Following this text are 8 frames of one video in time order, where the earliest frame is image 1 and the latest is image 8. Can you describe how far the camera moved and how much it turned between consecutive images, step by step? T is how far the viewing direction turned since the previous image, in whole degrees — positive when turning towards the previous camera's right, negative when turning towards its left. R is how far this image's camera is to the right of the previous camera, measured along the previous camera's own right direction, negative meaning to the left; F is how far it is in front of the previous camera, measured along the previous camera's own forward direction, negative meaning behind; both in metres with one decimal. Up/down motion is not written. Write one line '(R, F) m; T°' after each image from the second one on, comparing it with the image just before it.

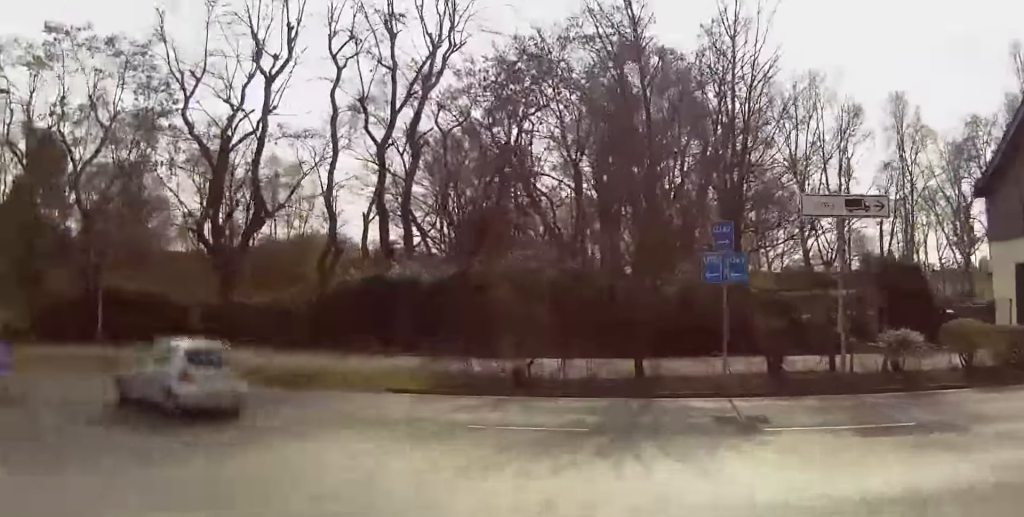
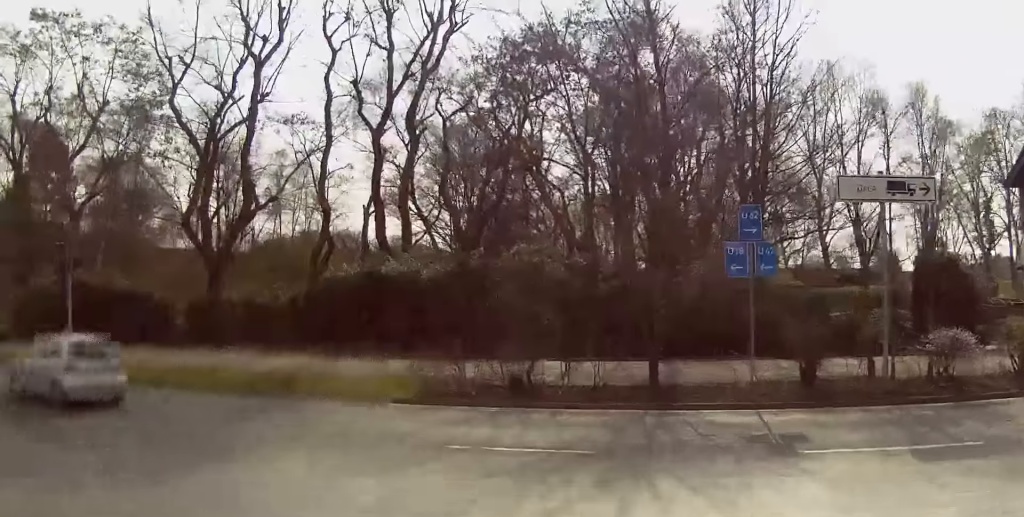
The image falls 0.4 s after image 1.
(+0.2, +1.8) m; -6°
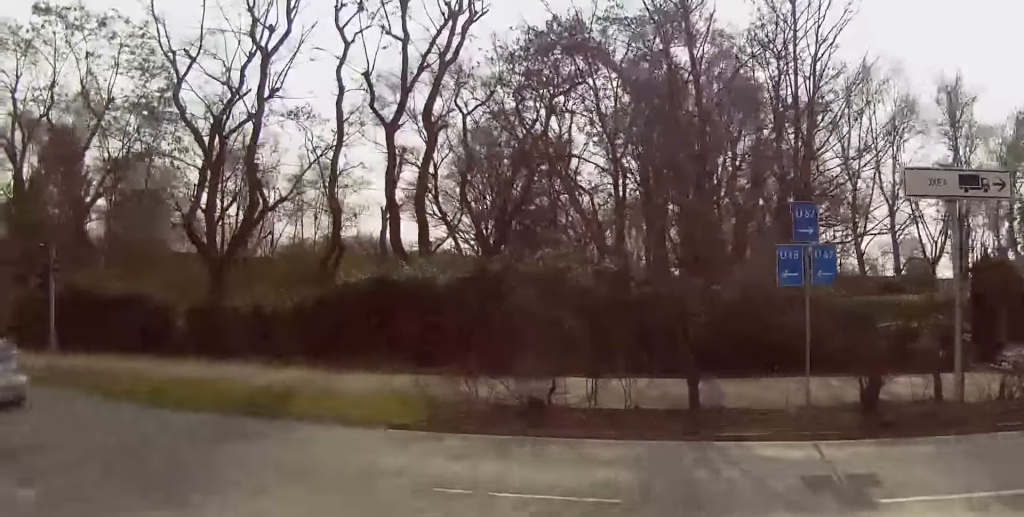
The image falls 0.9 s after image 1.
(-0.4, +1.8) m; -6°
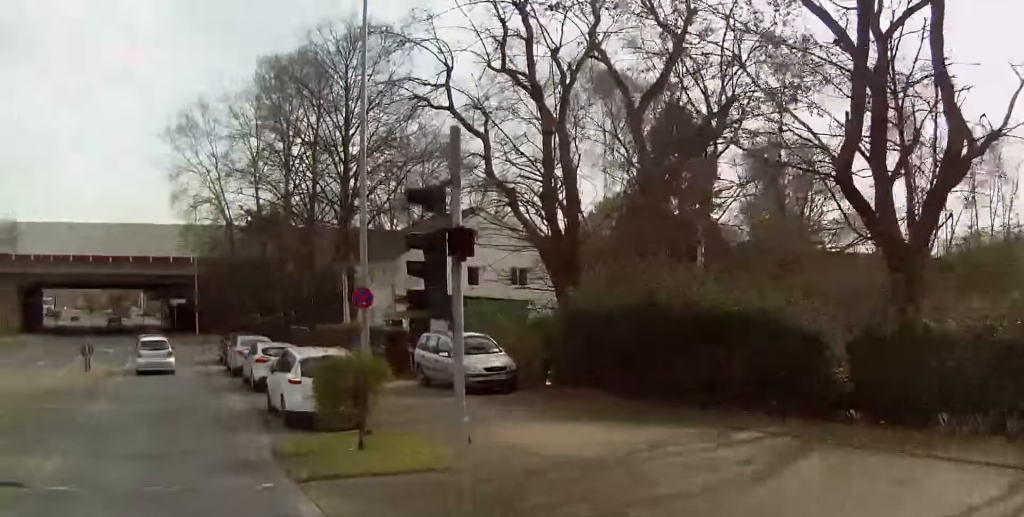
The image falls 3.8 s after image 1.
(-2.9, +12.6) m; -36°
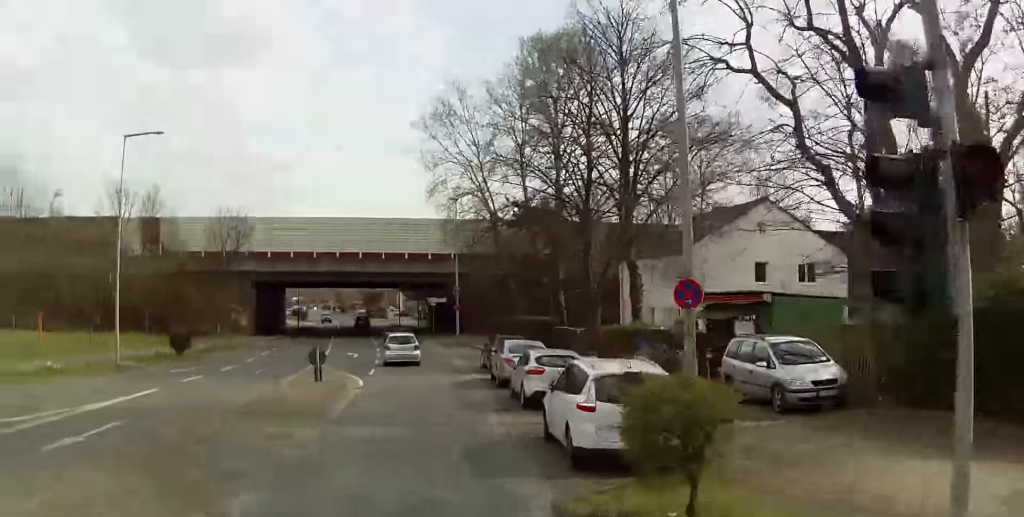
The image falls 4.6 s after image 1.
(-0.7, +3.5) m; -22°
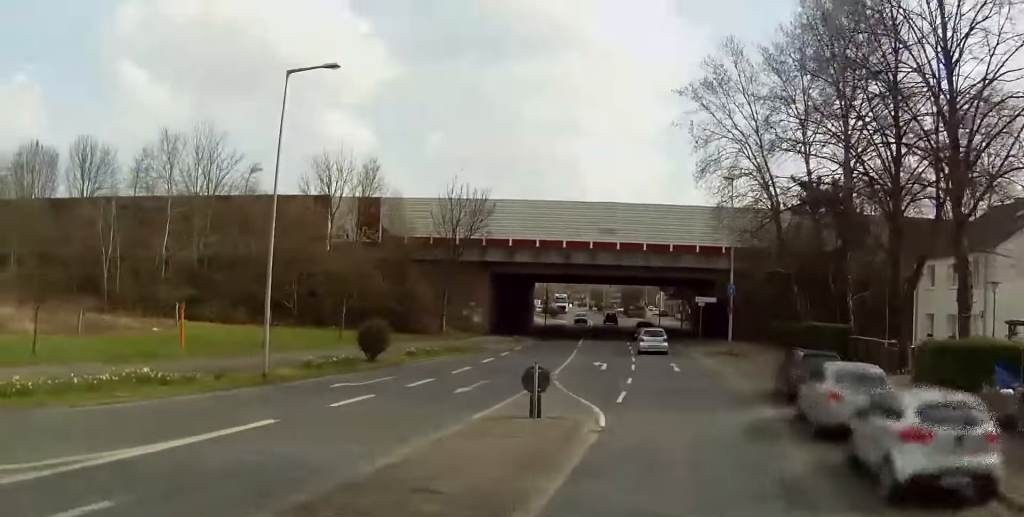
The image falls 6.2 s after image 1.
(-1.0, +8.1) m; -9°
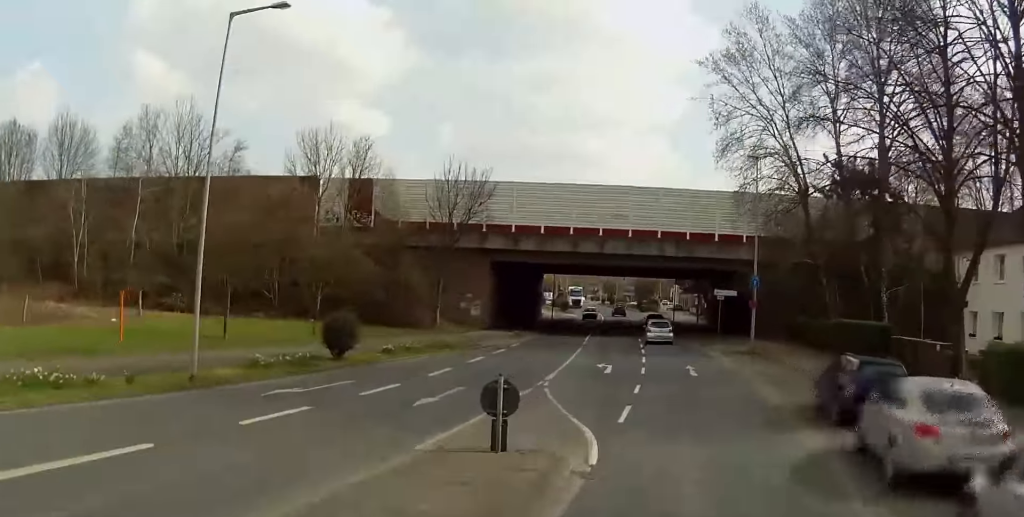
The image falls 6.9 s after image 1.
(-0.2, +4.2) m; -4°
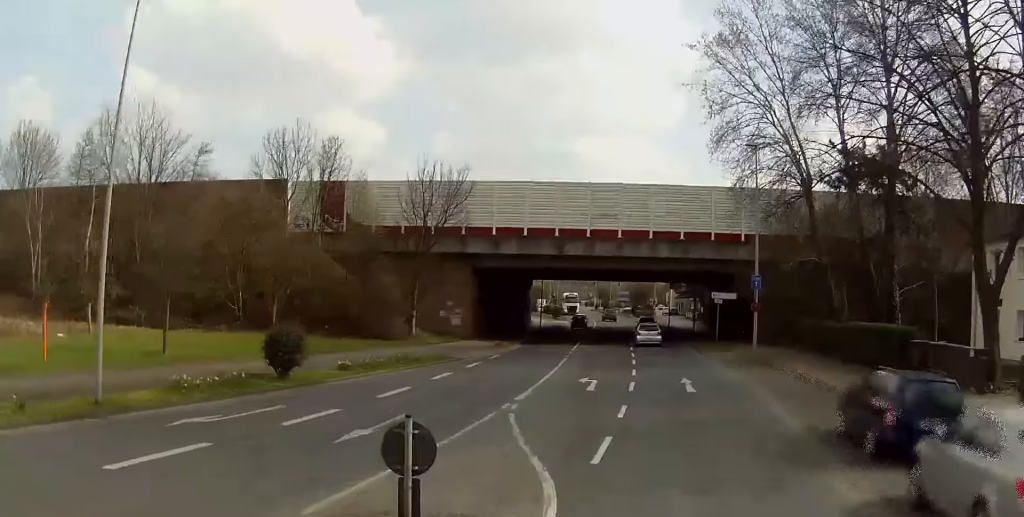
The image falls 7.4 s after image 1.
(-0.4, +3.2) m; -3°
